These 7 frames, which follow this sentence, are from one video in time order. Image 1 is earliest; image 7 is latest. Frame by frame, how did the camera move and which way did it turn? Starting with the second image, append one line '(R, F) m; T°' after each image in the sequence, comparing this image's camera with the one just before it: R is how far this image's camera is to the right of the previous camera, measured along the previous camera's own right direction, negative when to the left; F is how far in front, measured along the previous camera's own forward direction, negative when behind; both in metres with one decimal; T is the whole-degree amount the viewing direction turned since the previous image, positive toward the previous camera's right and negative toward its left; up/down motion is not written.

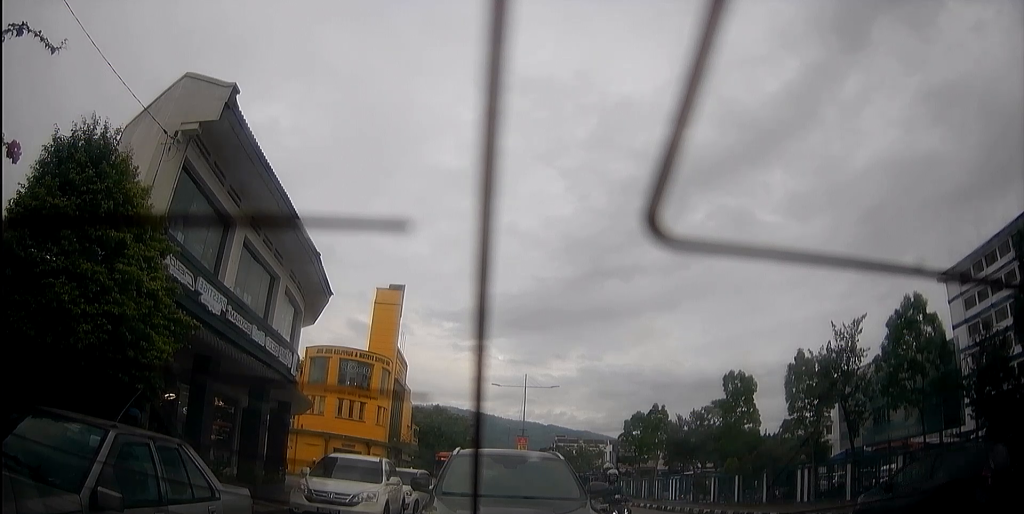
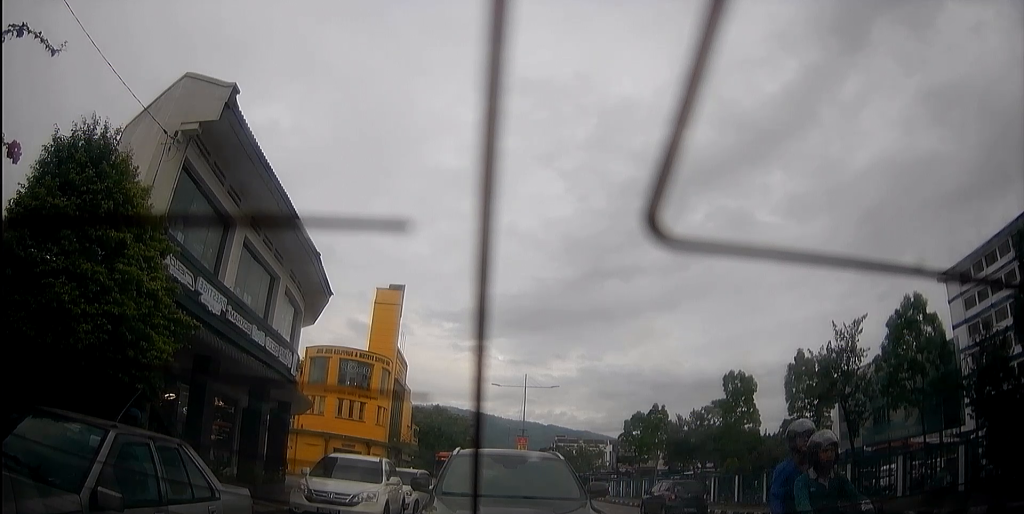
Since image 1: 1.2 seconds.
(0.0, 0.0) m; 0°
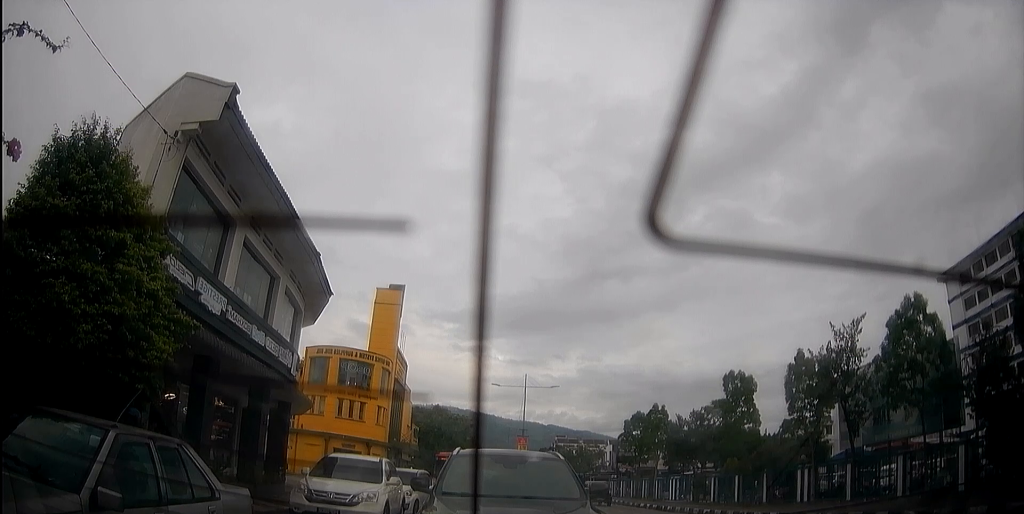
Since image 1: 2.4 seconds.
(0.0, 0.0) m; 0°
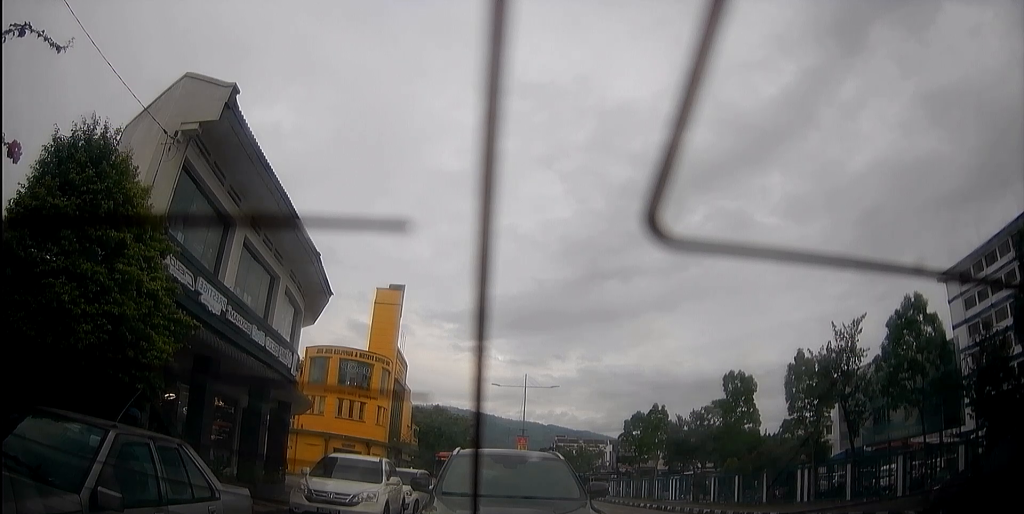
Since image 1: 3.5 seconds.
(0.0, 0.0) m; 0°
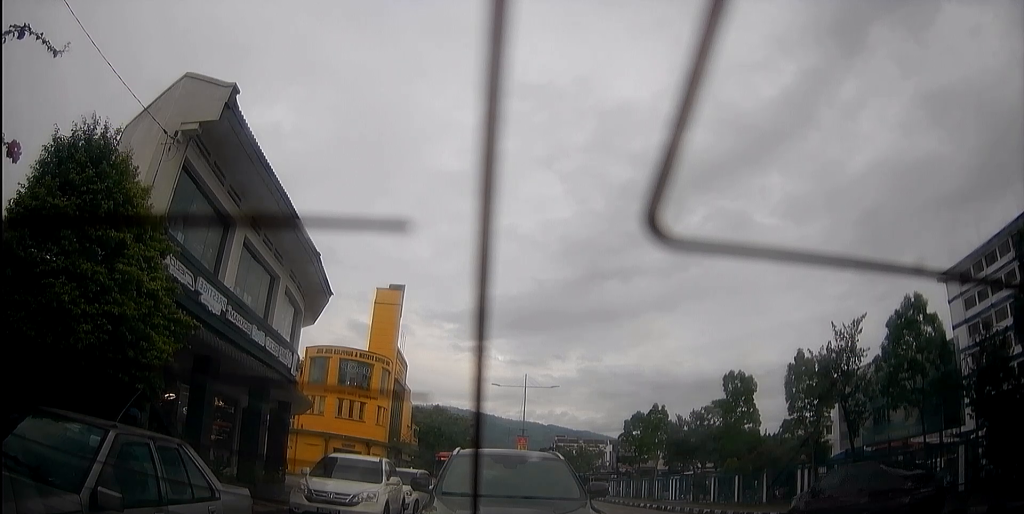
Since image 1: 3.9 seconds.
(0.0, 0.0) m; 0°
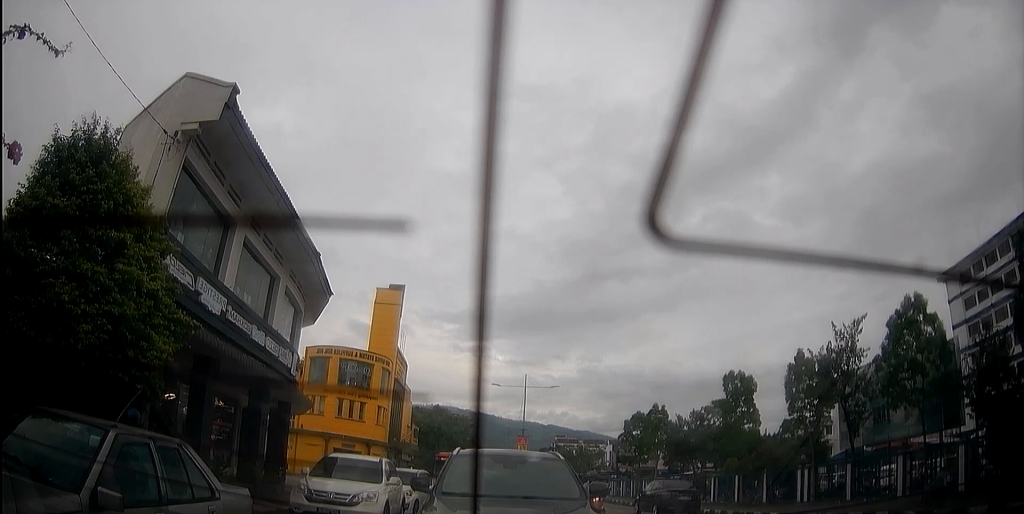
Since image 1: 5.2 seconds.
(0.0, 0.0) m; 0°
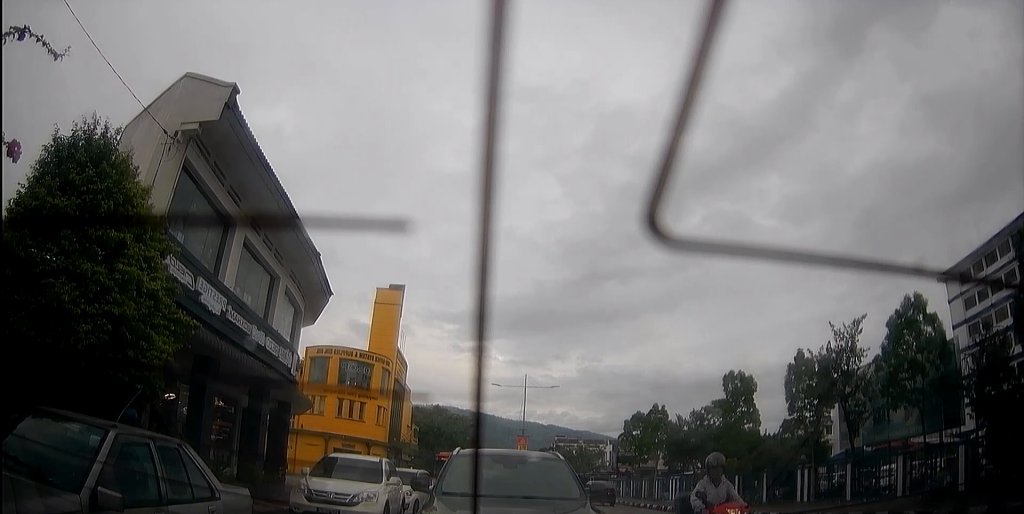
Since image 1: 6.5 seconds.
(0.0, 0.0) m; 0°
